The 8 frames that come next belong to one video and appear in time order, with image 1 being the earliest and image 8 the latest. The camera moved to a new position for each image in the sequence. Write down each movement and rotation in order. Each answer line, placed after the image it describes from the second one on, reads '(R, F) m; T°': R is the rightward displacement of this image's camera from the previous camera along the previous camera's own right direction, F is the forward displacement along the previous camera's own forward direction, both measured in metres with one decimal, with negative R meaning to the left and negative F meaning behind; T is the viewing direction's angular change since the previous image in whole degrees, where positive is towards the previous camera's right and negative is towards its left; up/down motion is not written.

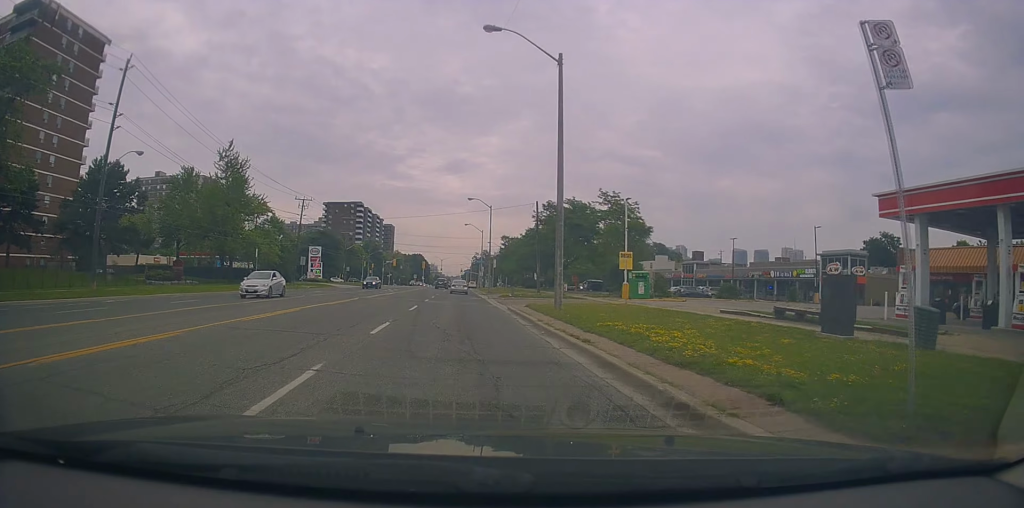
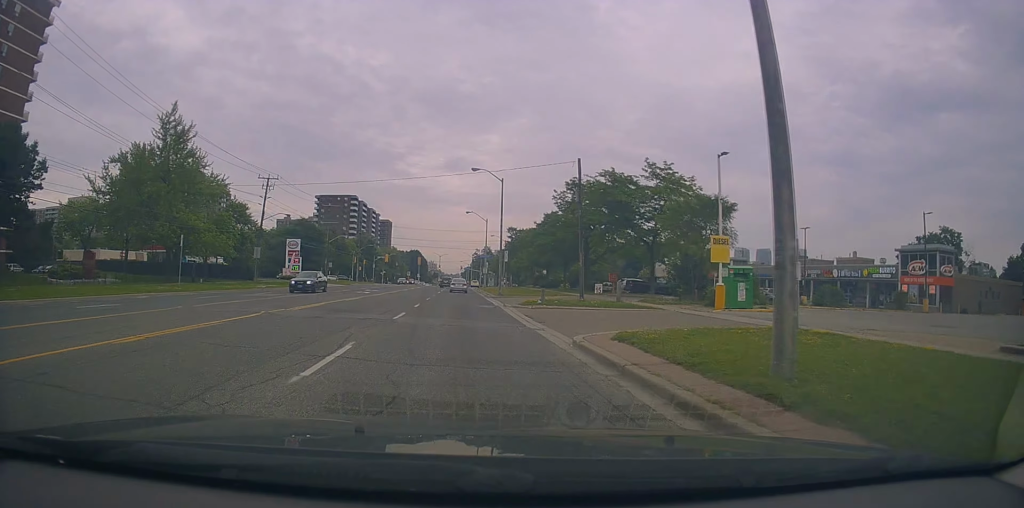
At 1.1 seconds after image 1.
(-0.2, +15.3) m; -1°
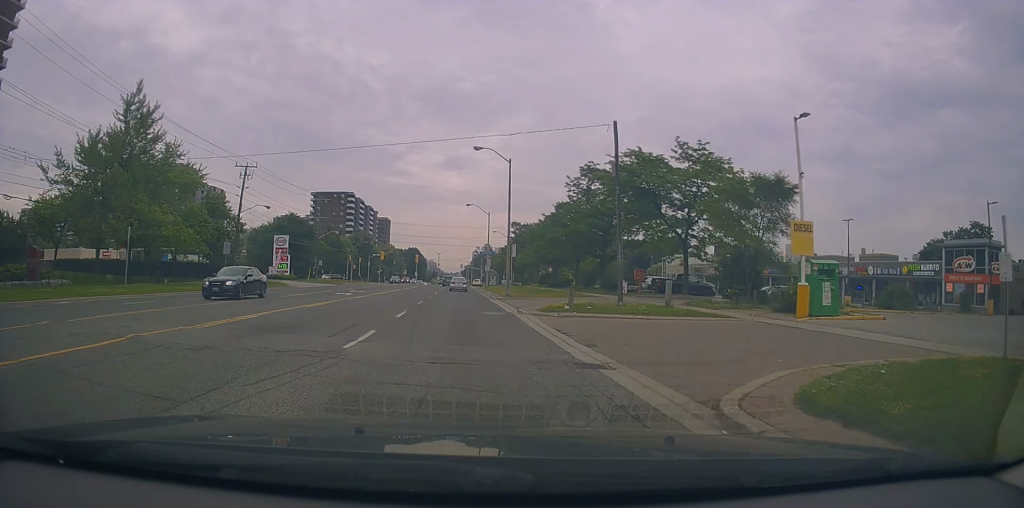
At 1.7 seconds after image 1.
(0.0, +7.2) m; 0°
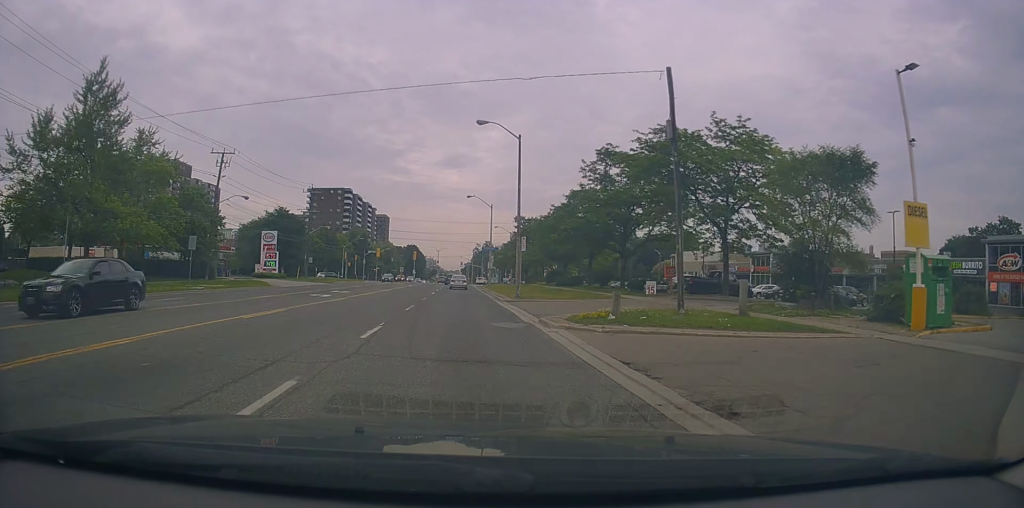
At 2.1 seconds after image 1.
(0.0, +5.9) m; 0°
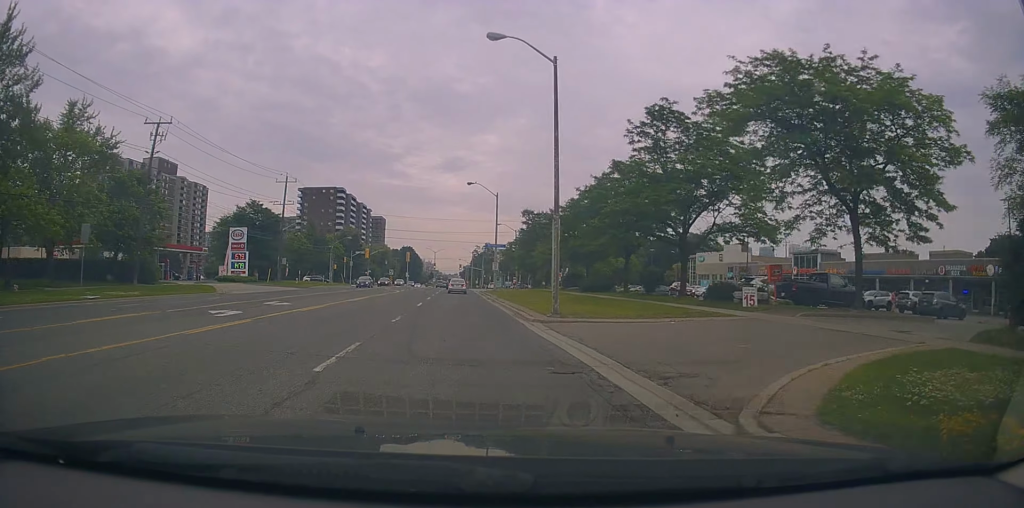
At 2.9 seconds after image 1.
(0.0, +11.9) m; 0°
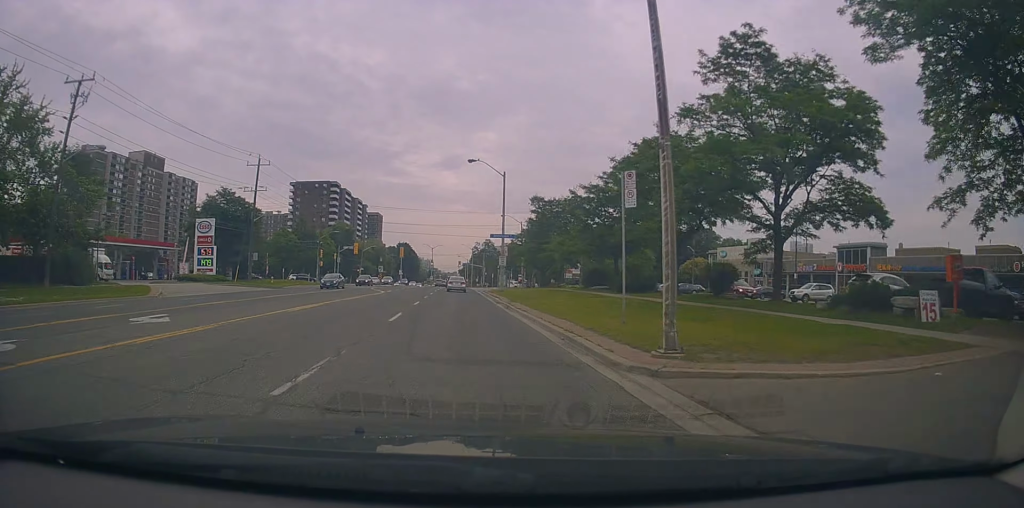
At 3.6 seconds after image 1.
(0.0, +9.9) m; 0°
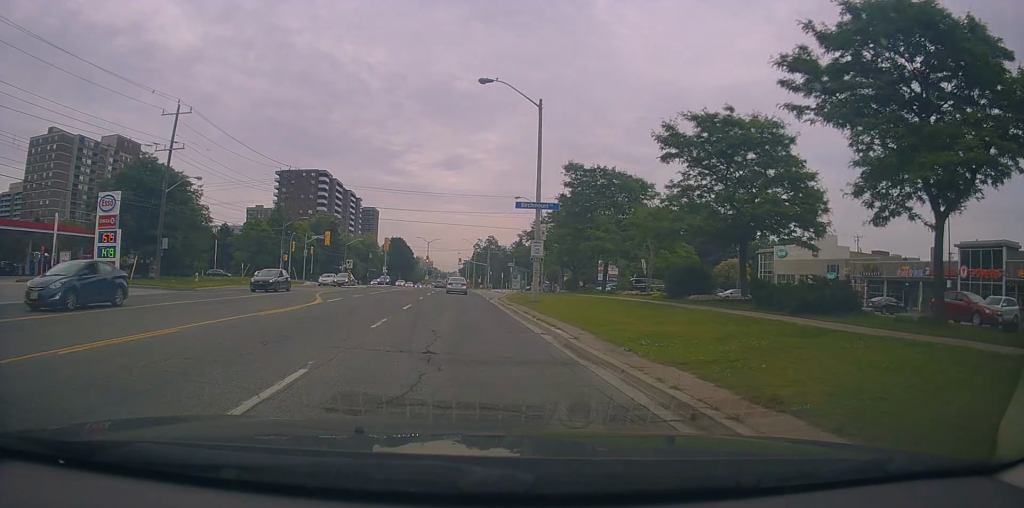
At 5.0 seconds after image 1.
(+0.1, +20.5) m; +1°
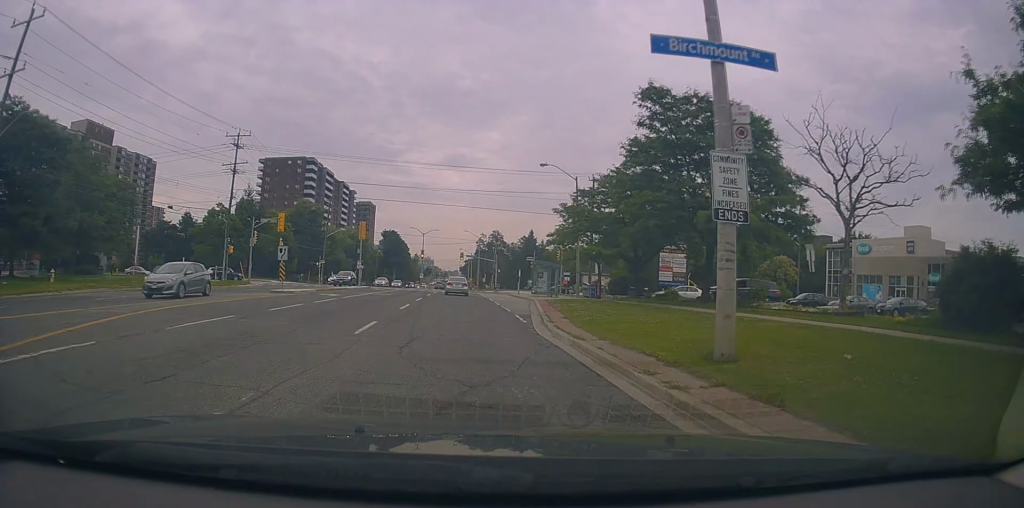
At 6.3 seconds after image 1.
(+0.1, +19.6) m; 0°
